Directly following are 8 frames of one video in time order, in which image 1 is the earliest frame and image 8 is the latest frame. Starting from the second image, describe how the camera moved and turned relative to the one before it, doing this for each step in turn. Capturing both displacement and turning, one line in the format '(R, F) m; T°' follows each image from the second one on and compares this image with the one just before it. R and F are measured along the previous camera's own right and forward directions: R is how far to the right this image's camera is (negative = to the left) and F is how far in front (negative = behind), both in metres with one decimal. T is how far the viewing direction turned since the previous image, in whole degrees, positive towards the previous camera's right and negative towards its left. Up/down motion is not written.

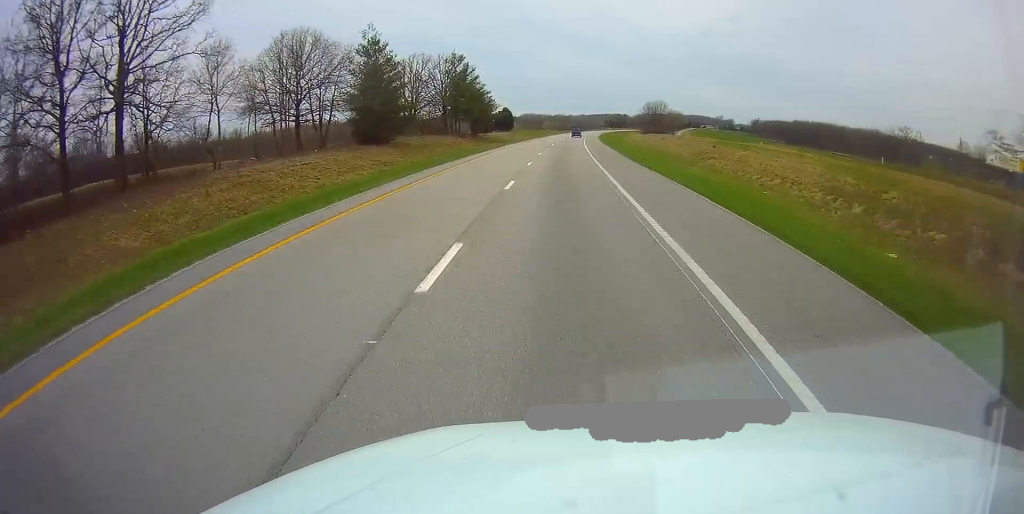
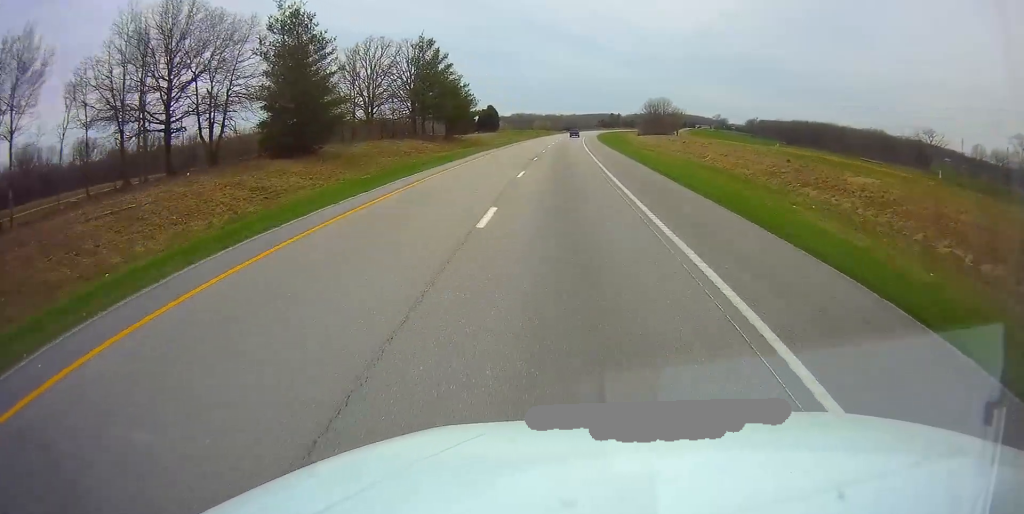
(0.0, +19.7) m; +1°
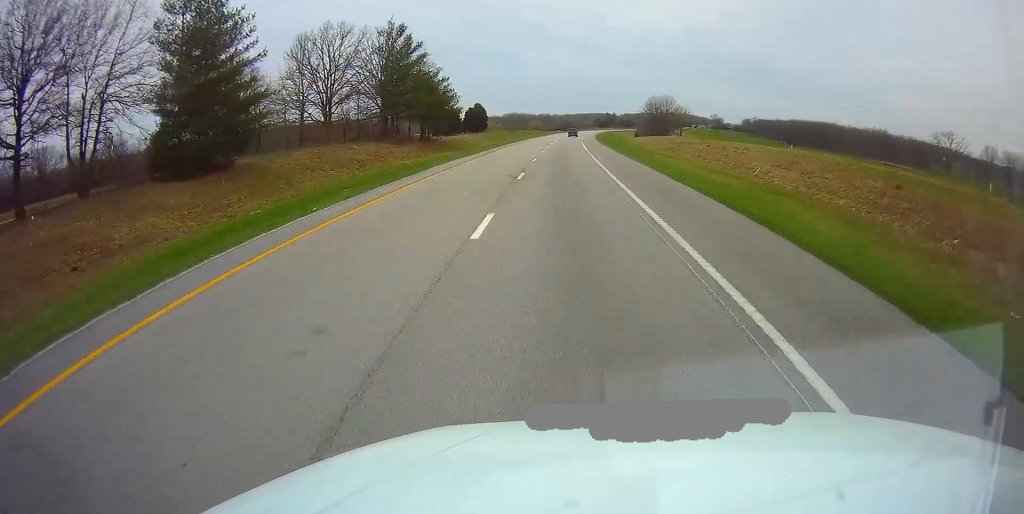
(+0.2, +13.5) m; 0°
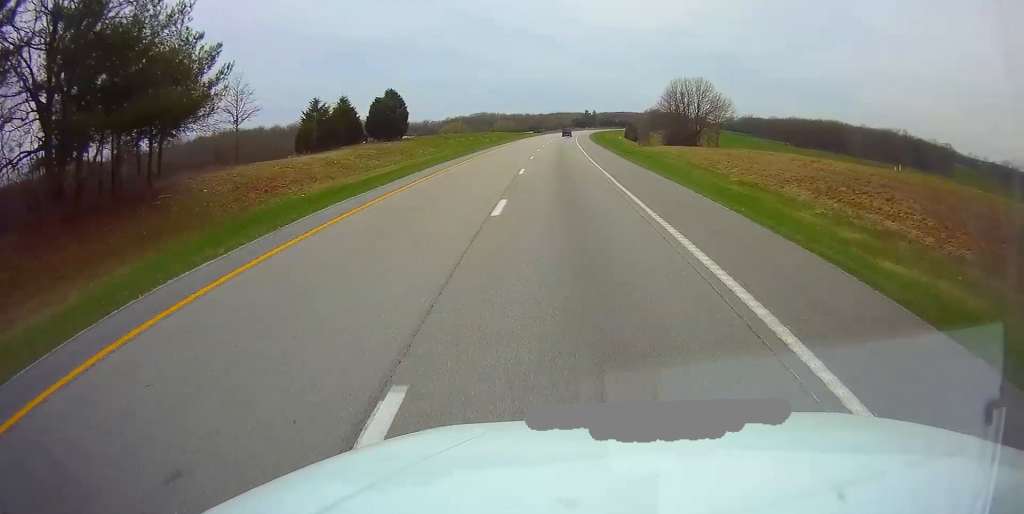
(+1.0, +58.0) m; +2°
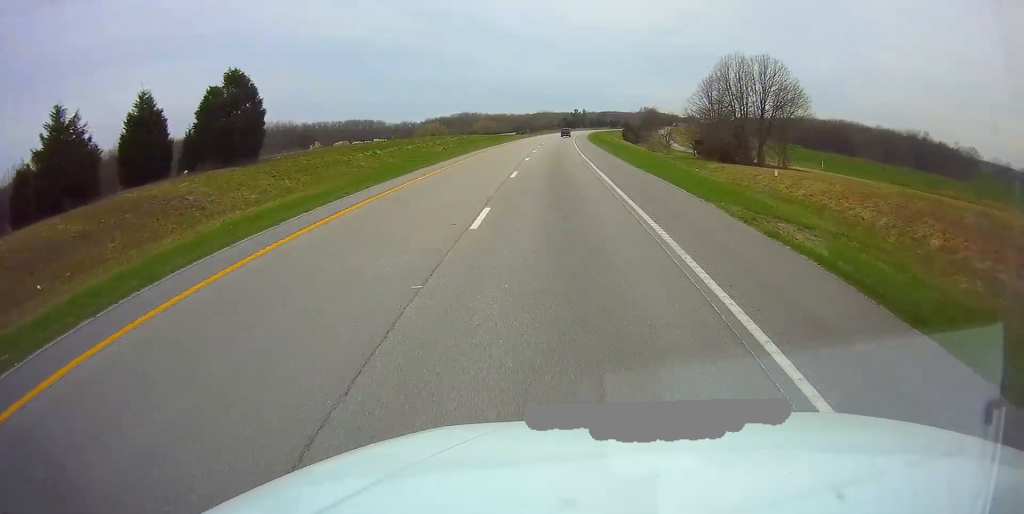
(+0.6, +38.4) m; +2°
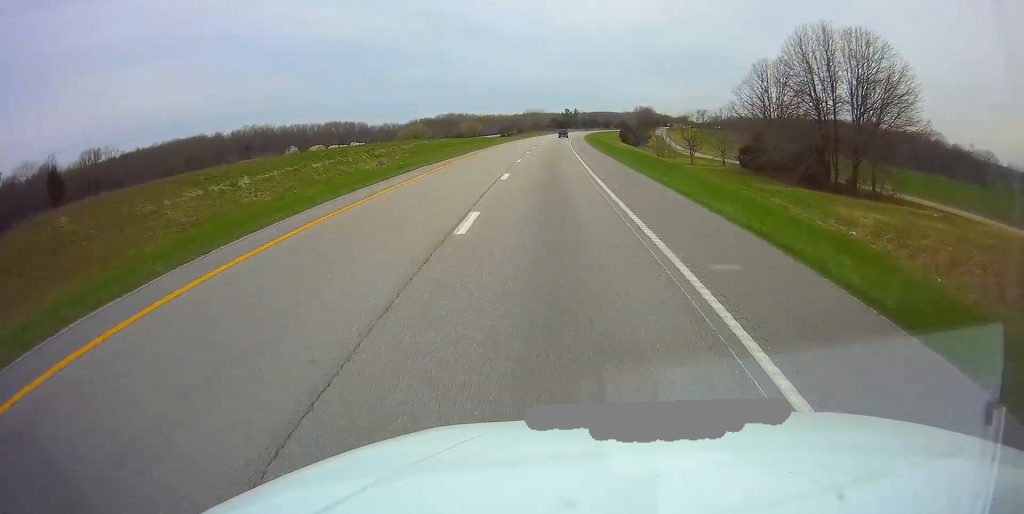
(+0.3, +25.0) m; +1°
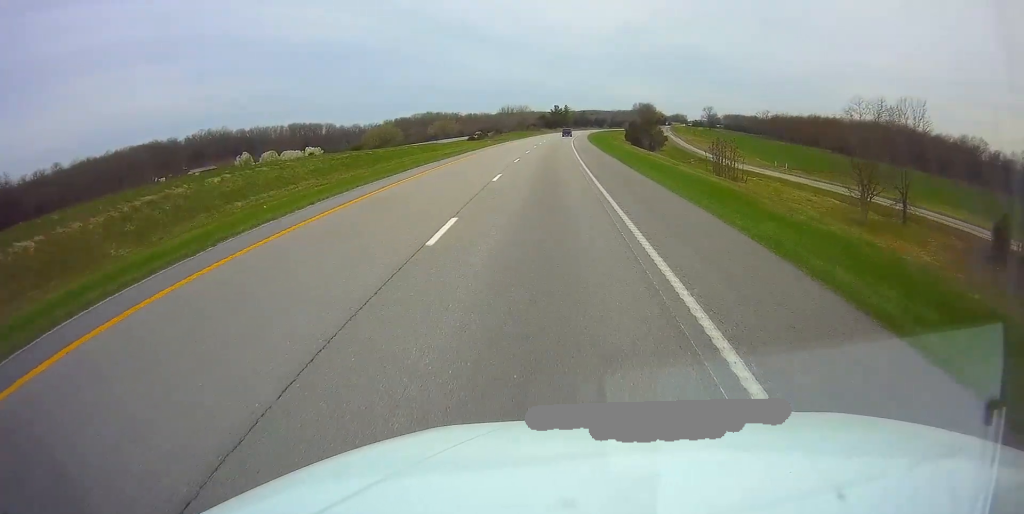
(+0.4, +50.0) m; +1°
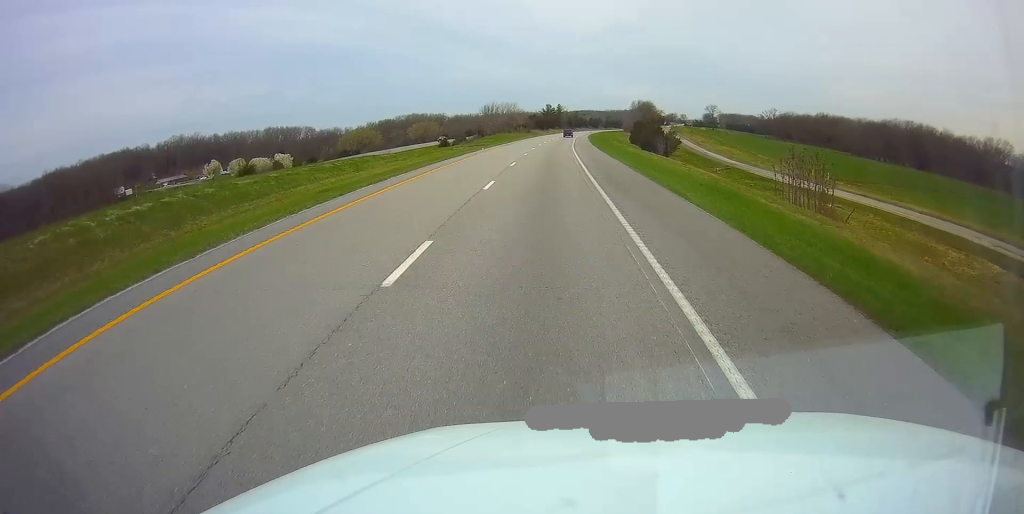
(+0.4, +27.1) m; +1°
